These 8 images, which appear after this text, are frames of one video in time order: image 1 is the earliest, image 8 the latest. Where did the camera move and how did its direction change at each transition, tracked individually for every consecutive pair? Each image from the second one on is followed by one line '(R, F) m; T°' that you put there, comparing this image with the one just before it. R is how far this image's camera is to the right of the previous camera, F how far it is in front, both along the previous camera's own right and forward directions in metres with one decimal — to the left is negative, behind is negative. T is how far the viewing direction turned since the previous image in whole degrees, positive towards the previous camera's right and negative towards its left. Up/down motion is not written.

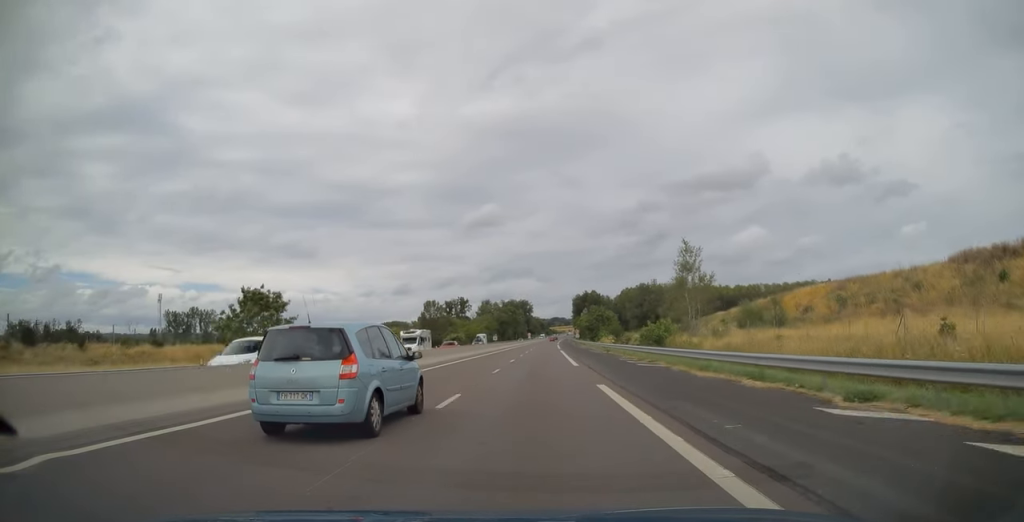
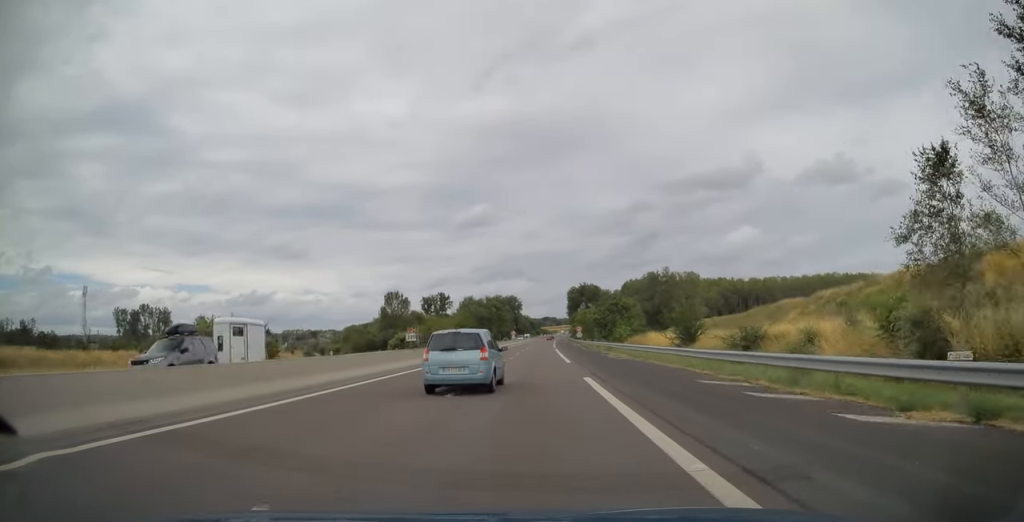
(+0.2, +49.0) m; 0°
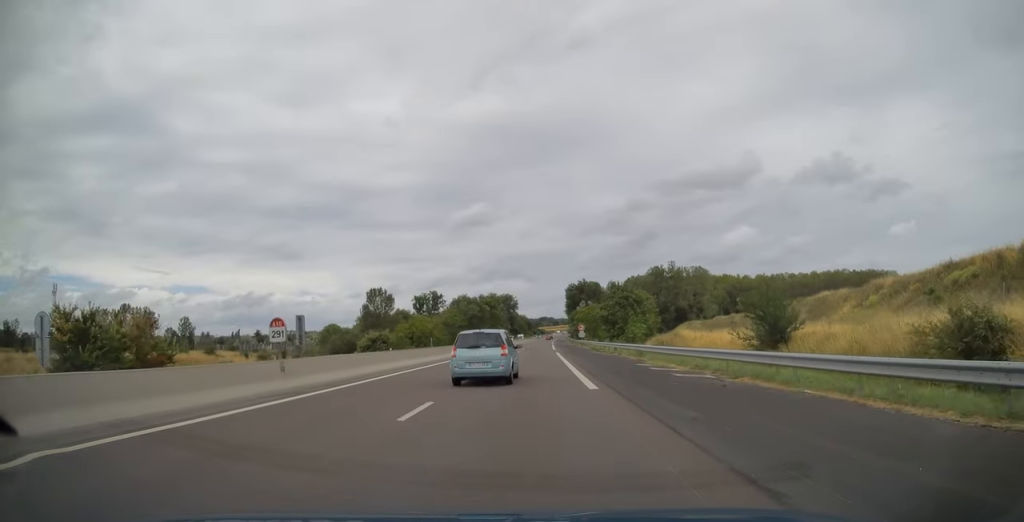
(0.0, +17.2) m; 0°
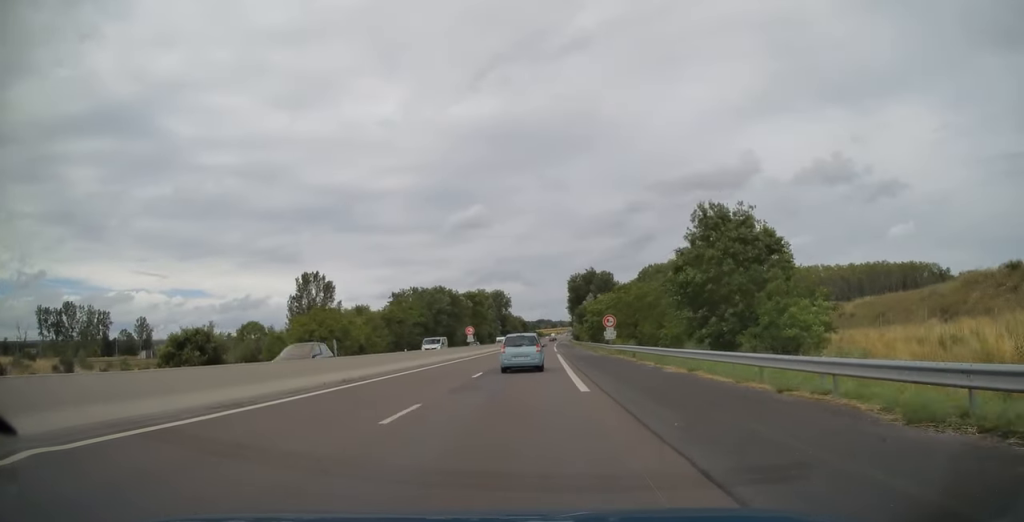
(+0.4, +51.6) m; +1°
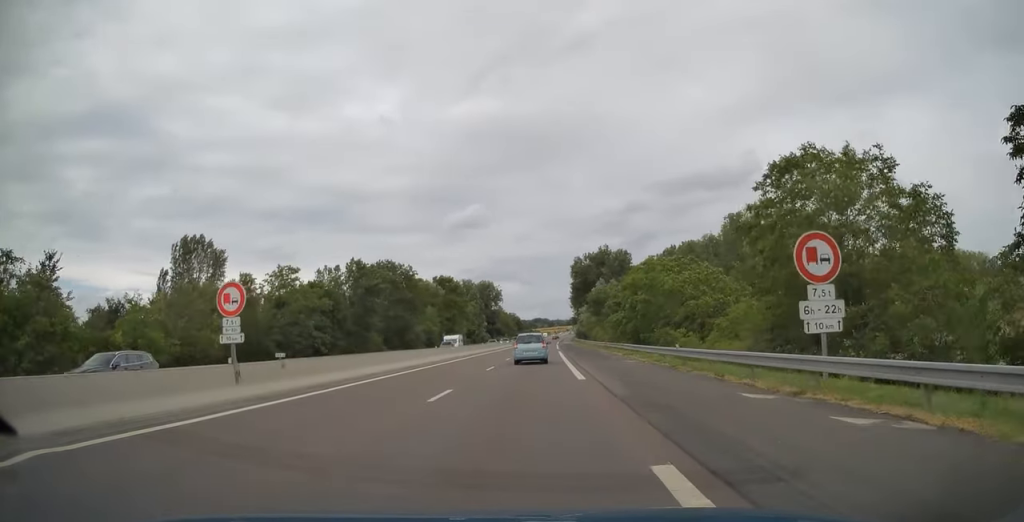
(0.0, +47.9) m; 0°
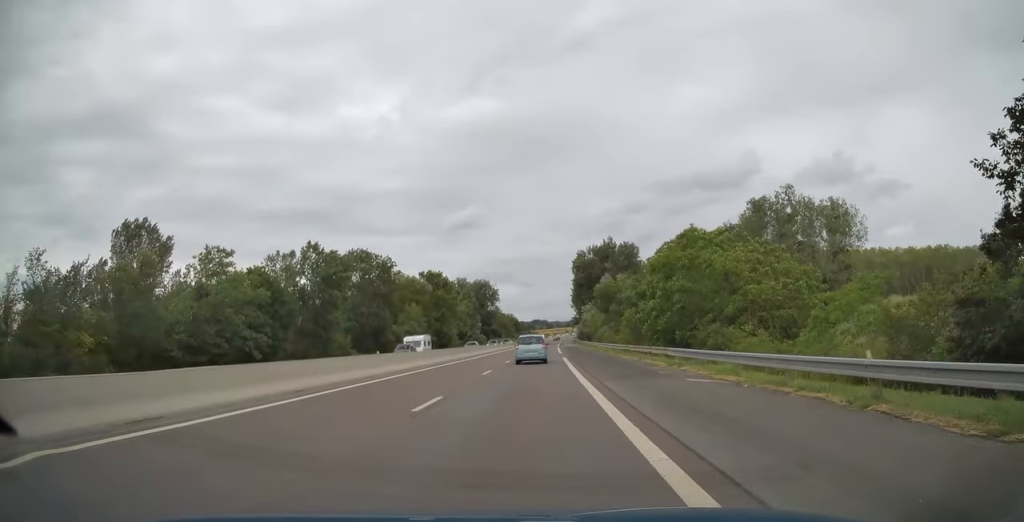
(+0.1, +14.5) m; 0°
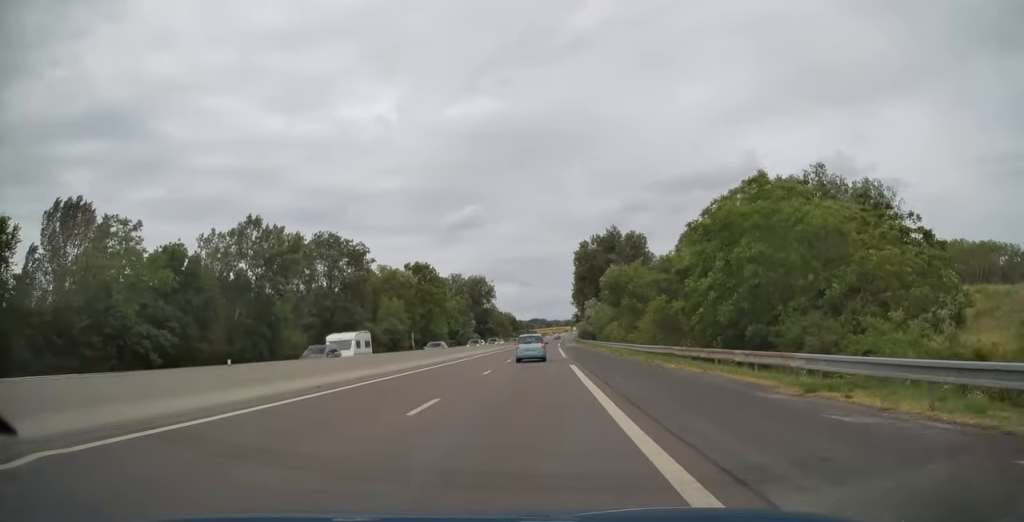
(+0.1, +13.4) m; 0°
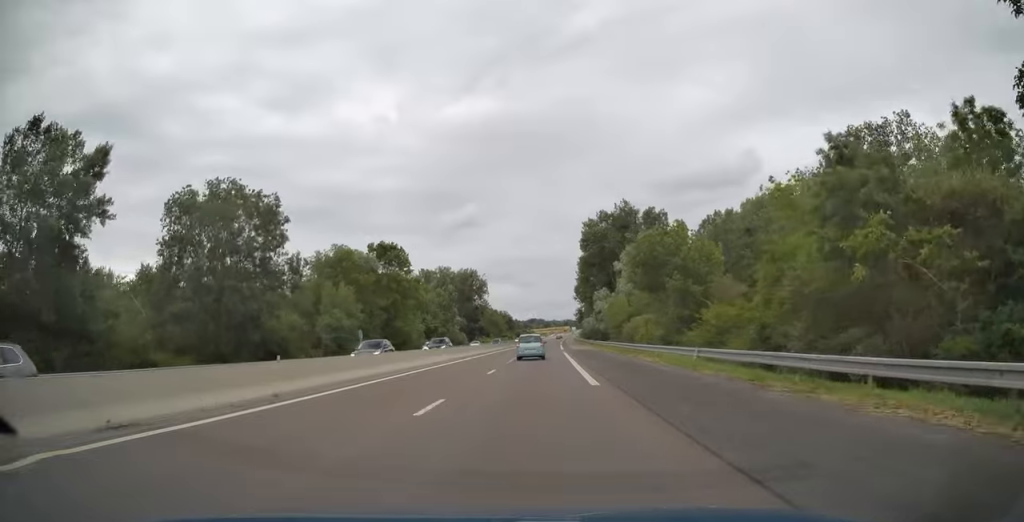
(-0.1, +25.9) m; 0°
